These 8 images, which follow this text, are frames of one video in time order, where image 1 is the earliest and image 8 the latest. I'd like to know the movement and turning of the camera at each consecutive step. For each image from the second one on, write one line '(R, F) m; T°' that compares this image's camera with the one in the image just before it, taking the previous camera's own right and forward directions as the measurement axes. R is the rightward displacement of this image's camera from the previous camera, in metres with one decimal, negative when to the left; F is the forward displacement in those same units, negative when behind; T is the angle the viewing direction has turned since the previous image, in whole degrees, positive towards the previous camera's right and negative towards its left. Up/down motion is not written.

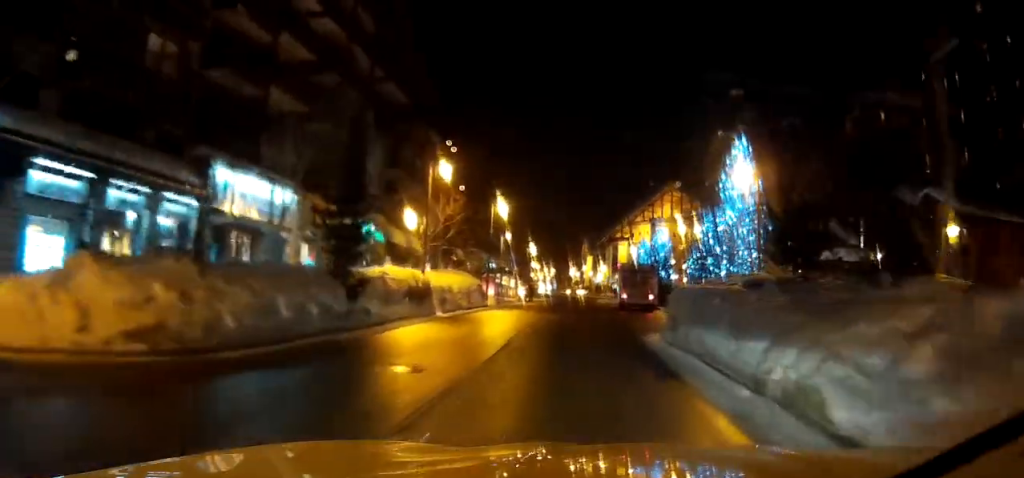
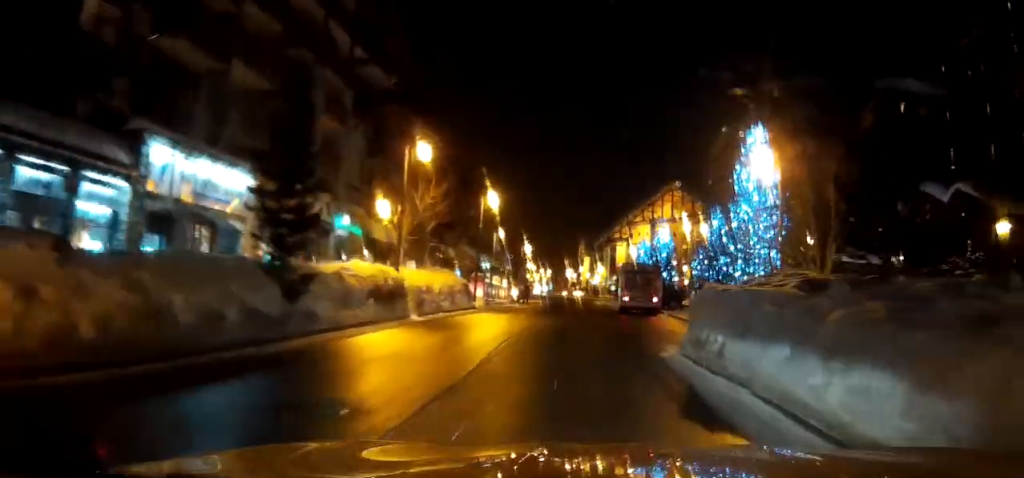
(0.0, +3.9) m; +1°
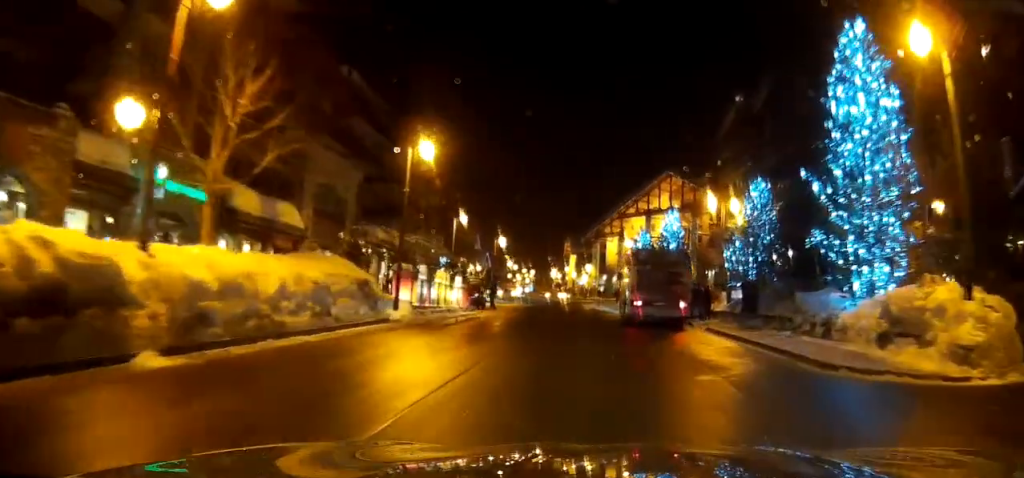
(+0.5, +14.8) m; +2°
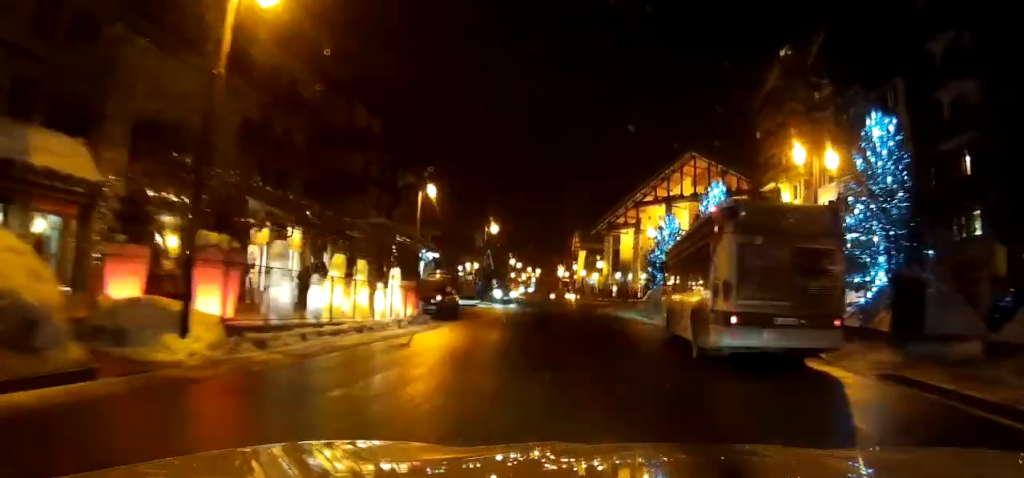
(-0.2, +14.9) m; -1°
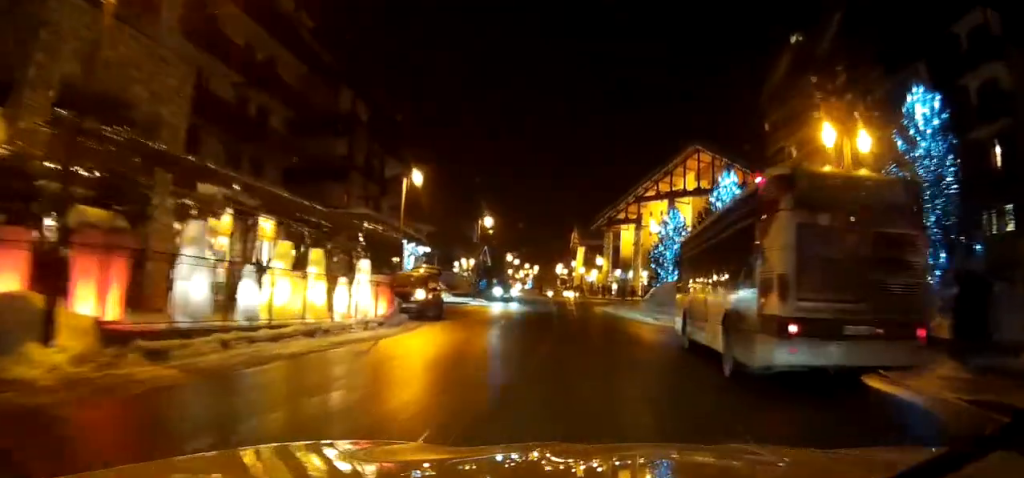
(0.0, +3.3) m; 0°
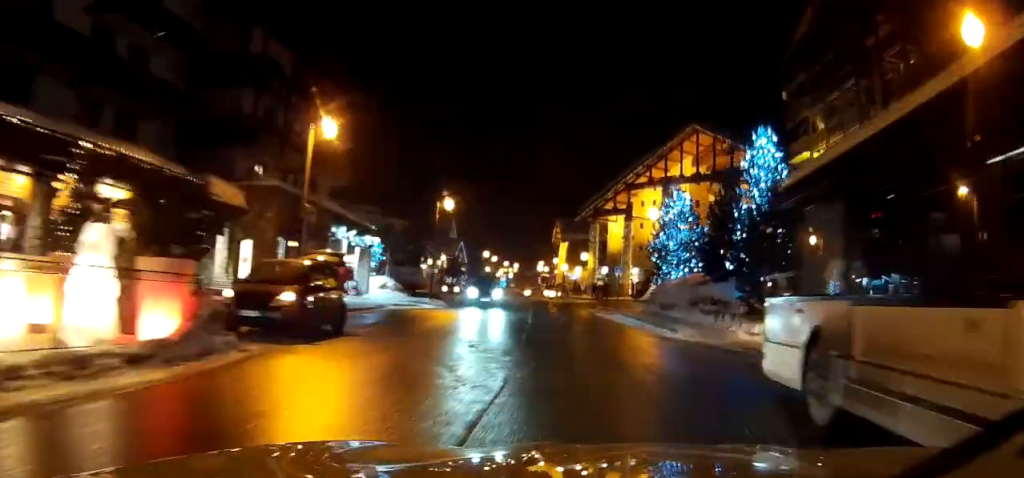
(+0.1, +10.6) m; +1°
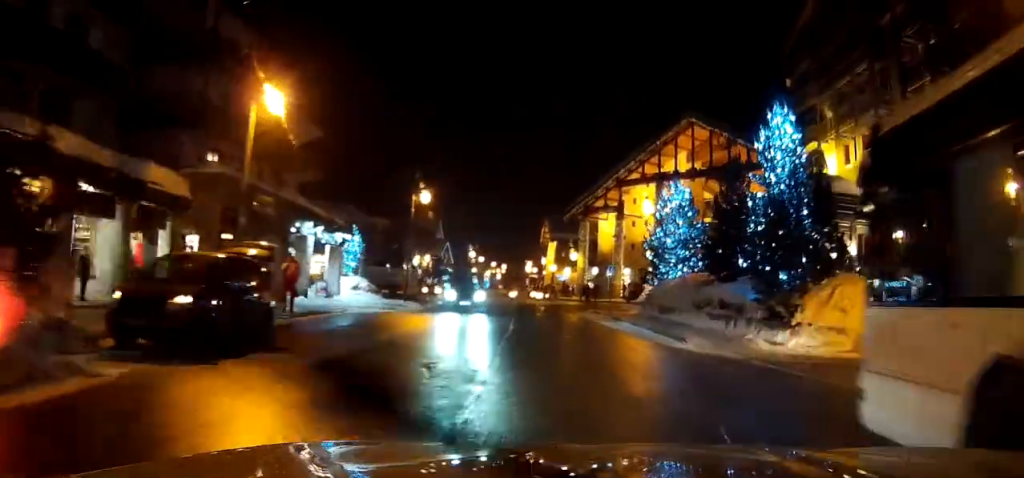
(0.0, +3.7) m; 0°
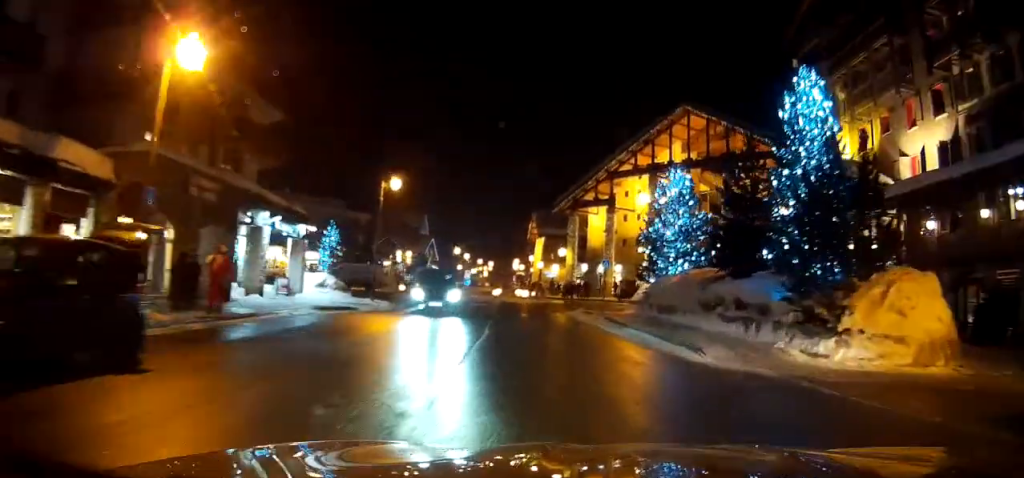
(0.0, +4.2) m; +1°
